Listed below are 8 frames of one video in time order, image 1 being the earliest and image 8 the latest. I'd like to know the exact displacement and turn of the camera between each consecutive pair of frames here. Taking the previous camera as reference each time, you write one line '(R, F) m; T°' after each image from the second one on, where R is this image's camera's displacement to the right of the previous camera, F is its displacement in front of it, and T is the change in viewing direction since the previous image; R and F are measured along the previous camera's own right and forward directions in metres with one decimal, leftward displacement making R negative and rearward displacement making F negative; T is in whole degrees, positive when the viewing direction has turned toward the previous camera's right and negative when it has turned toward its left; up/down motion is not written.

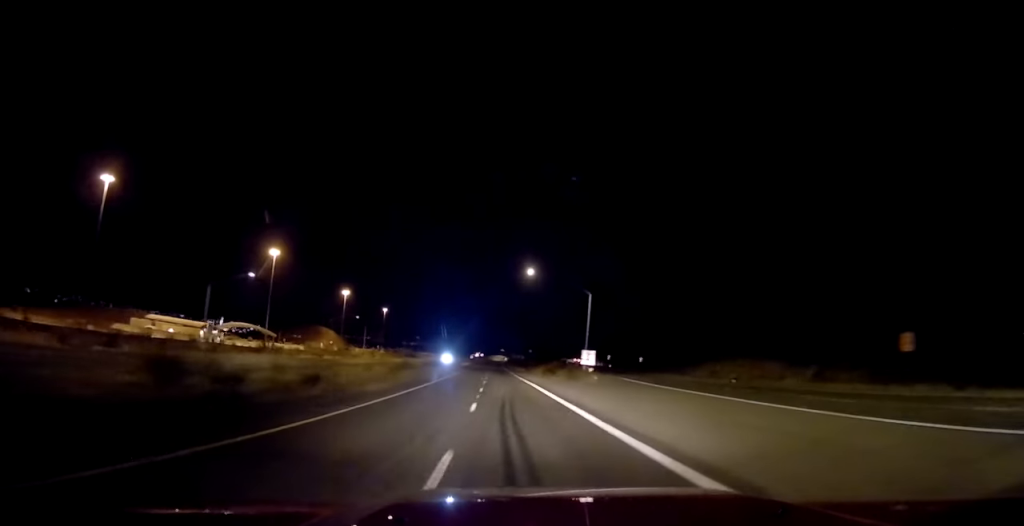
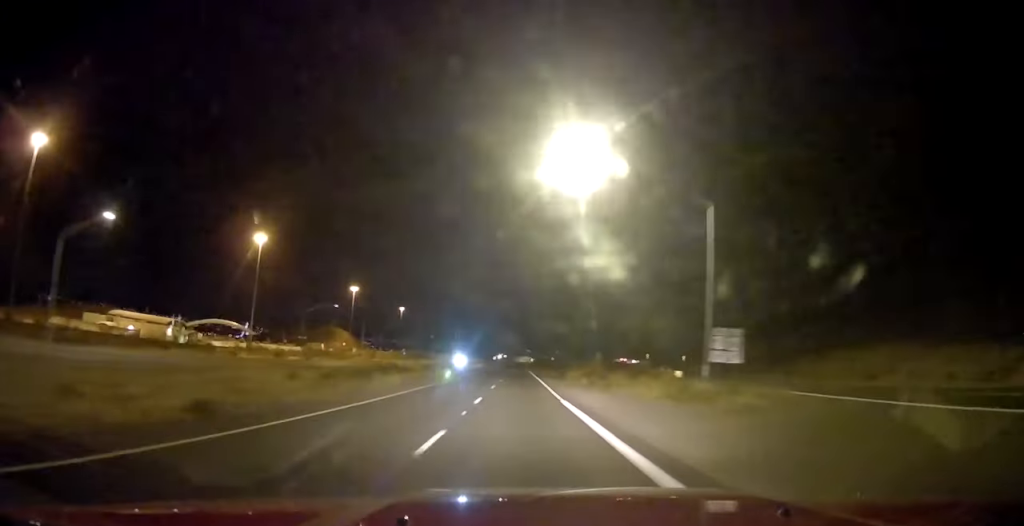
(-0.5, +33.5) m; -2°
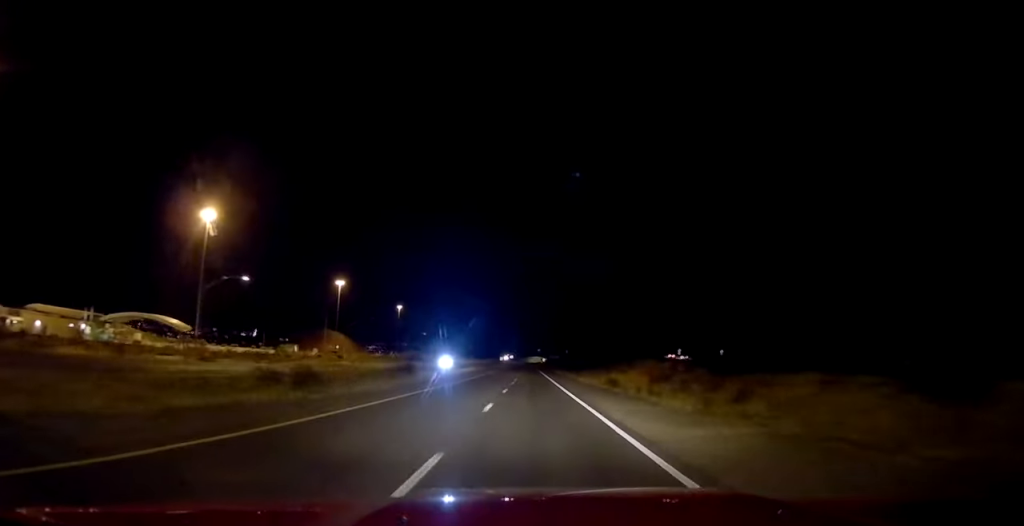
(-0.5, +39.9) m; -1°
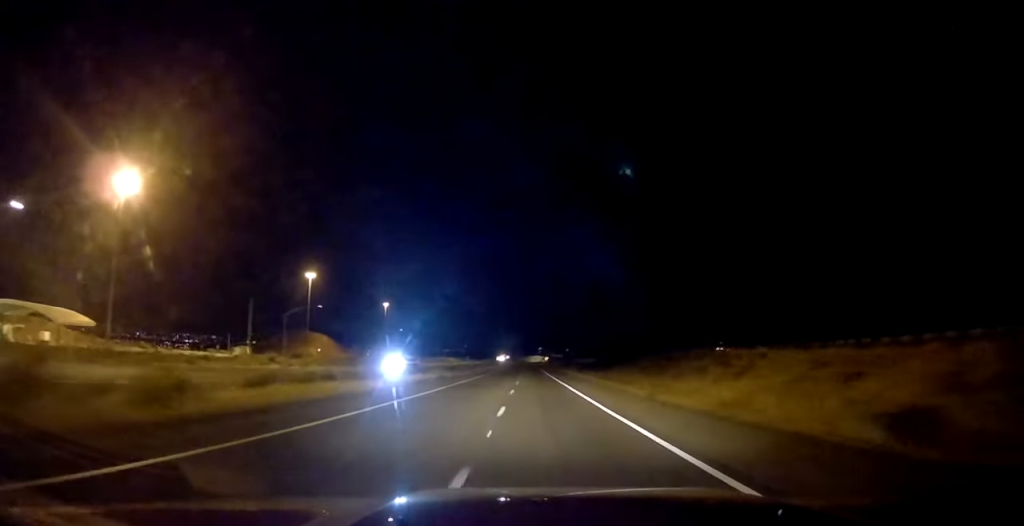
(-0.2, +37.7) m; -1°
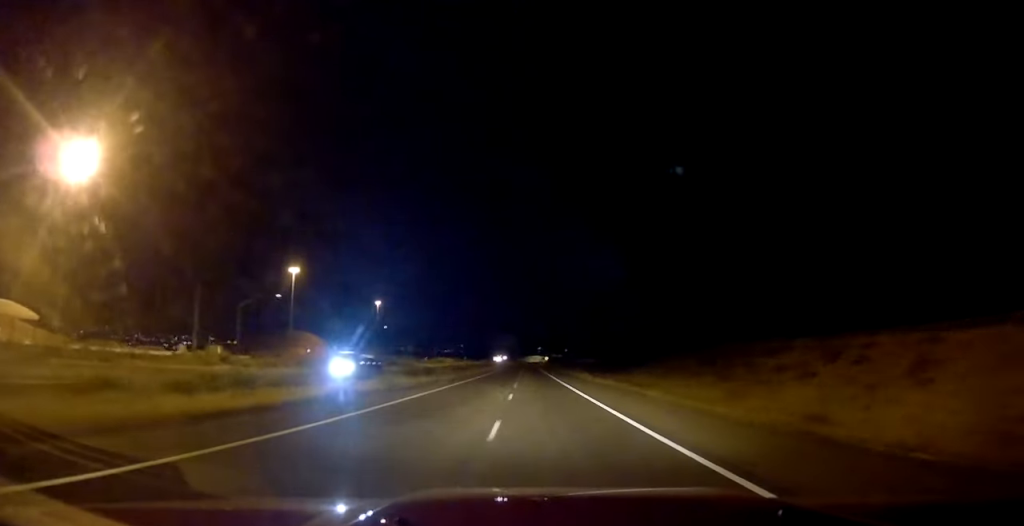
(-0.2, +16.8) m; 0°
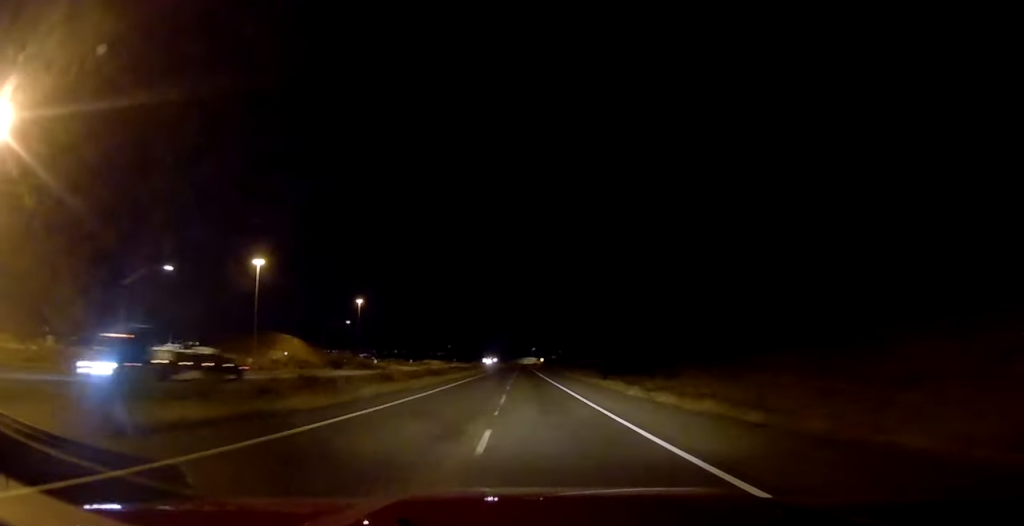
(-0.2, +26.3) m; 0°
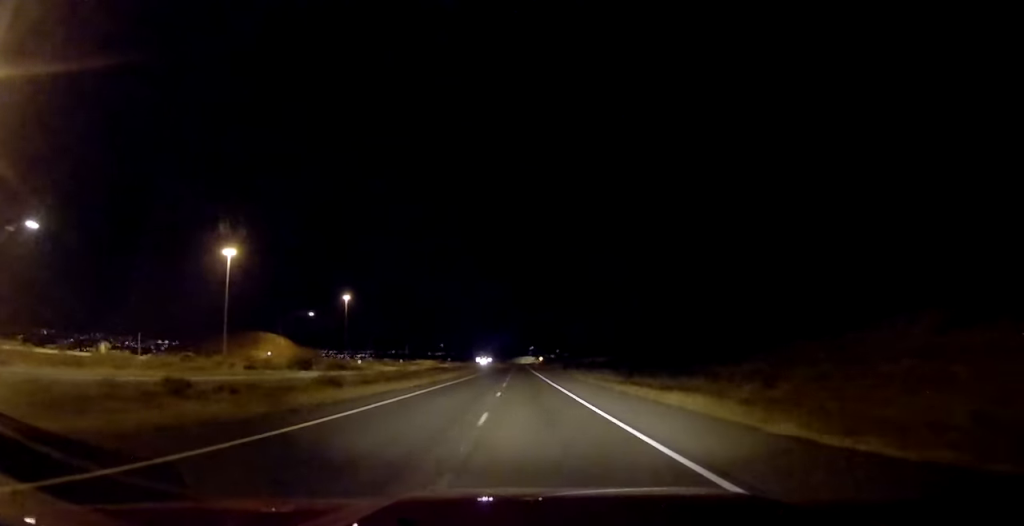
(0.0, +20.0) m; 0°
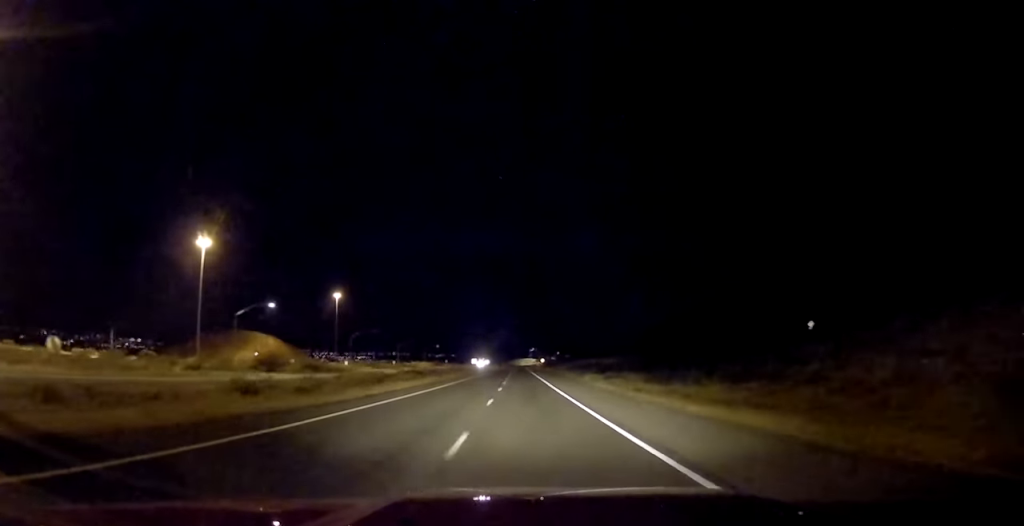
(0.0, +16.8) m; 0°
